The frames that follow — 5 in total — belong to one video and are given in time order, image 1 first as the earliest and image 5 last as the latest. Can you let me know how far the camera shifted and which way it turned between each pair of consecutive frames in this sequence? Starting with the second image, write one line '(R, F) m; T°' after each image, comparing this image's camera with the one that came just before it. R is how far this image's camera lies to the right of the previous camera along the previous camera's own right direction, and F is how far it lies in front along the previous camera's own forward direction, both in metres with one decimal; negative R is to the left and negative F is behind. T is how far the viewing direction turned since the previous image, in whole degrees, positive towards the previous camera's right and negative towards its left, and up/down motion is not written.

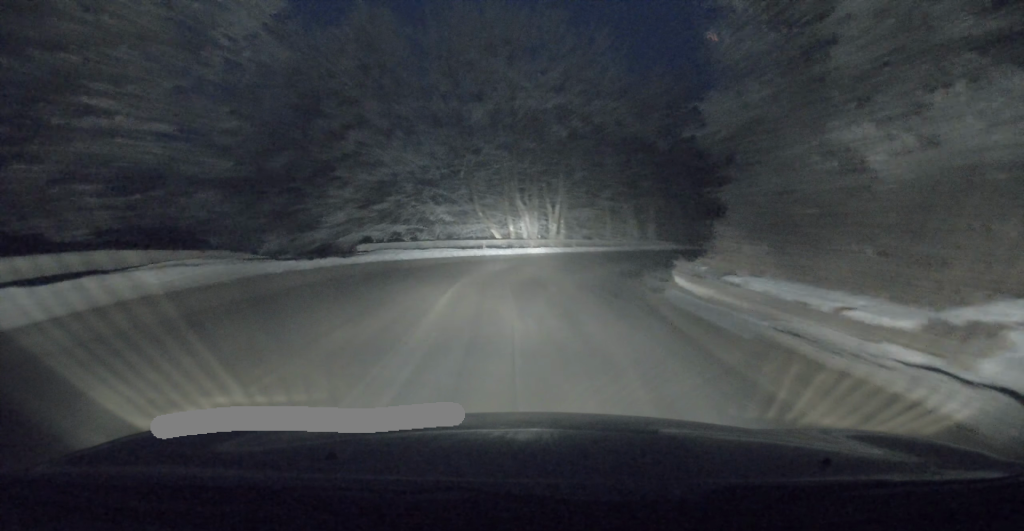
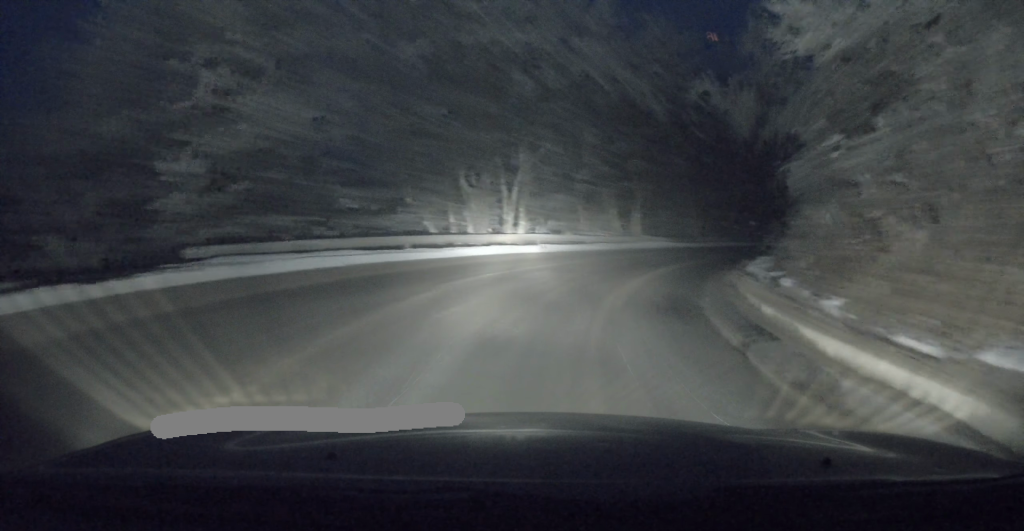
(+0.2, +9.1) m; +6°
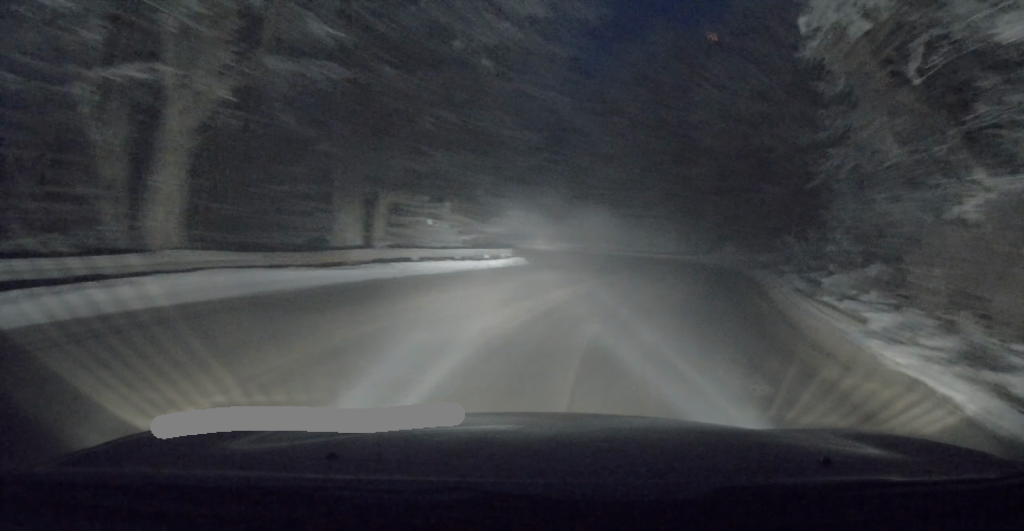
(+6.0, +22.4) m; +29°
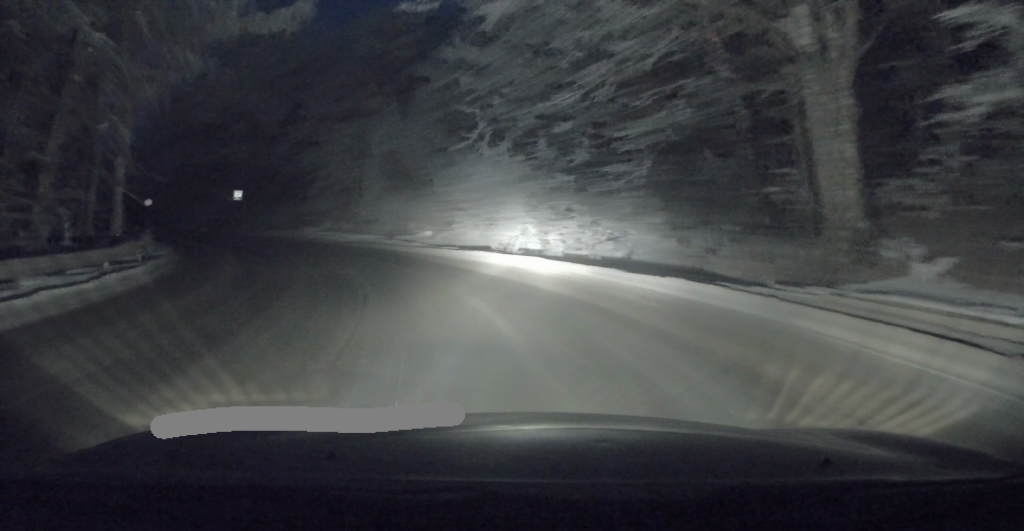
(+2.5, +32.6) m; -6°
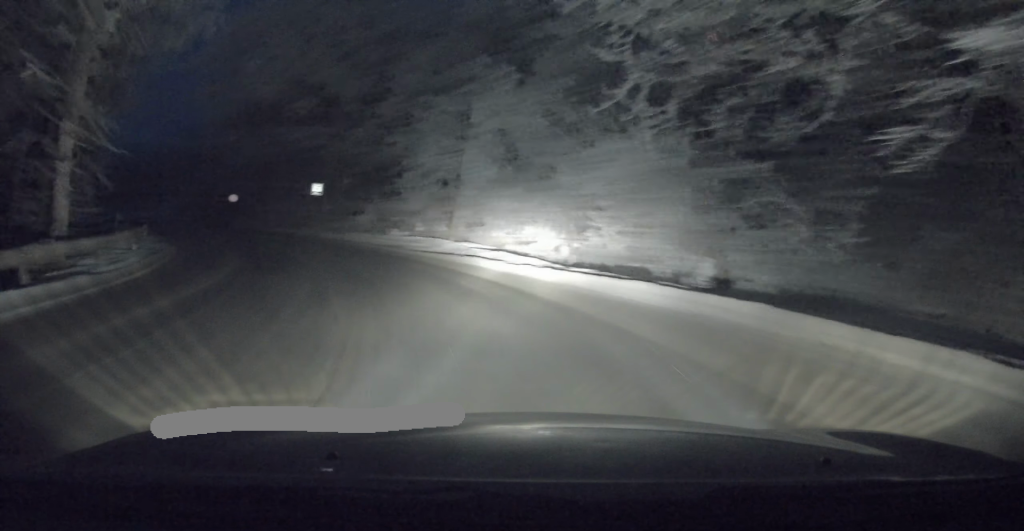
(-0.7, +8.1) m; -11°
